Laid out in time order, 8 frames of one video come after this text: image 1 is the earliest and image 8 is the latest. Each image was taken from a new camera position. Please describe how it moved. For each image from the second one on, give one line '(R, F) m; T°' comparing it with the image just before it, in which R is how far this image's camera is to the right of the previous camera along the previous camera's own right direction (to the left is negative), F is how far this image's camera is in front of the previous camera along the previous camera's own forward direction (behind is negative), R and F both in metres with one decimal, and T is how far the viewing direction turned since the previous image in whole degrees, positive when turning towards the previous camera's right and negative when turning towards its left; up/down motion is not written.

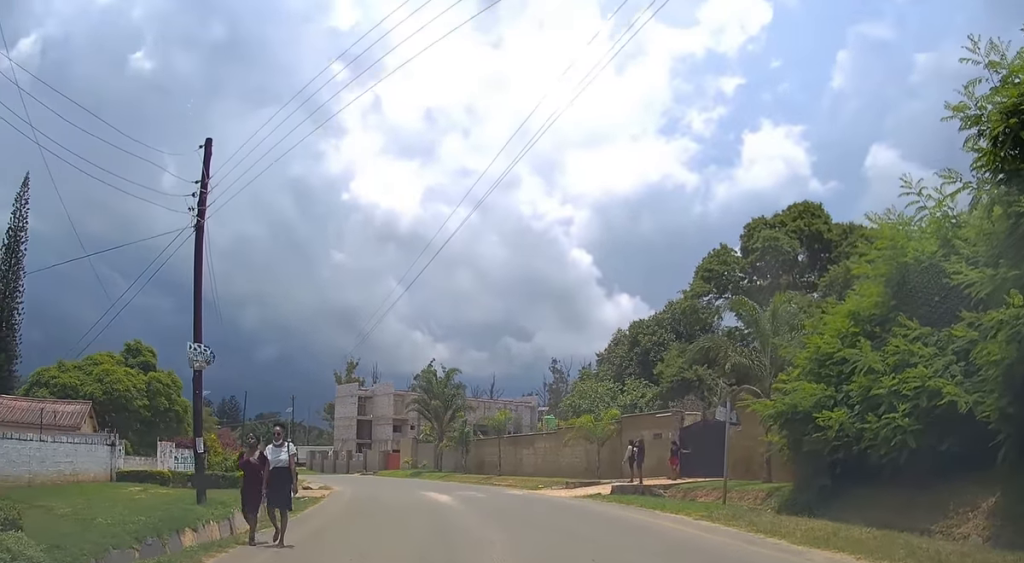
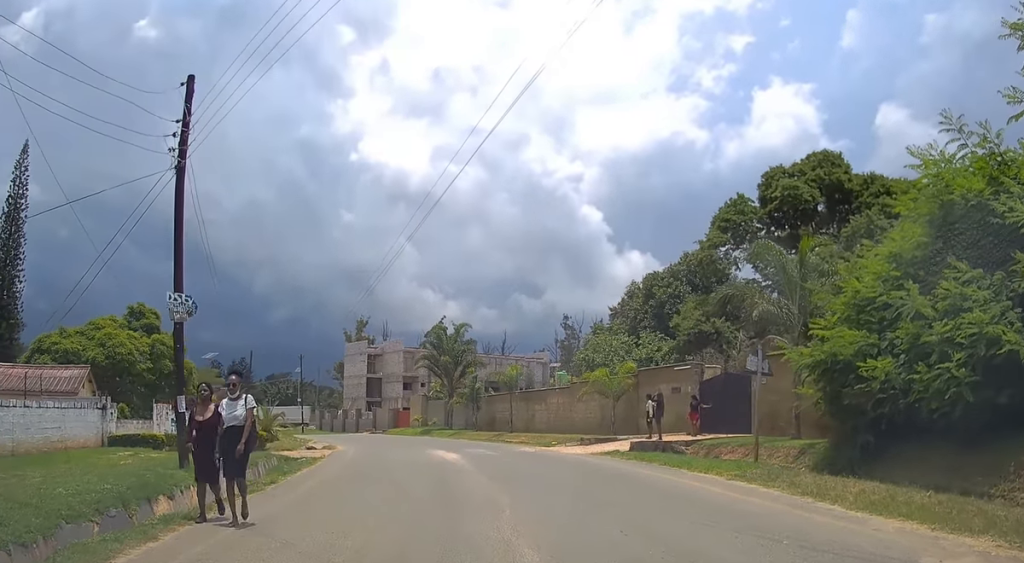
(0.0, +1.4) m; -1°
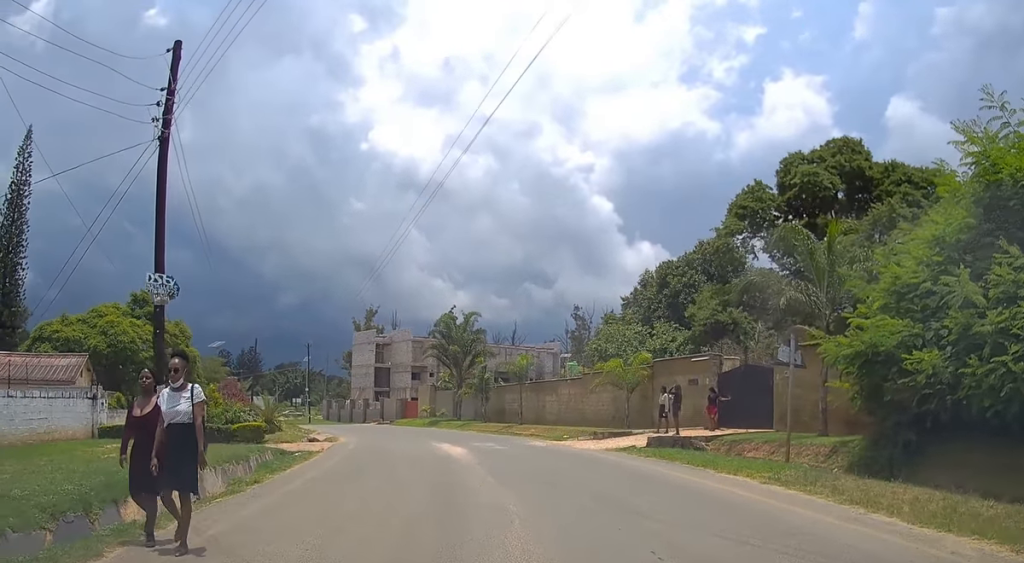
(0.0, +1.2) m; -2°
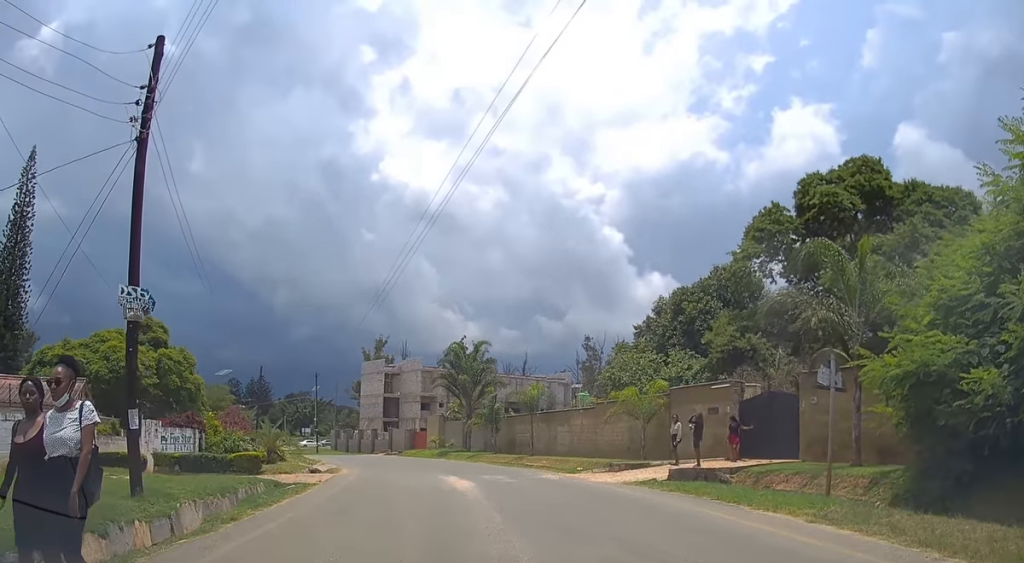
(0.0, +1.2) m; -1°
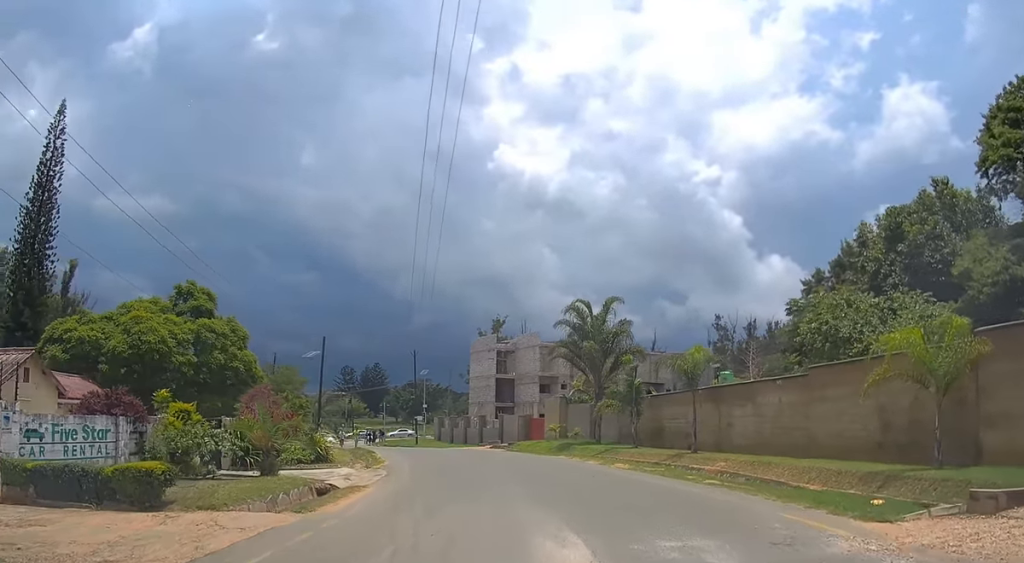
(-1.5, +12.7) m; -11°
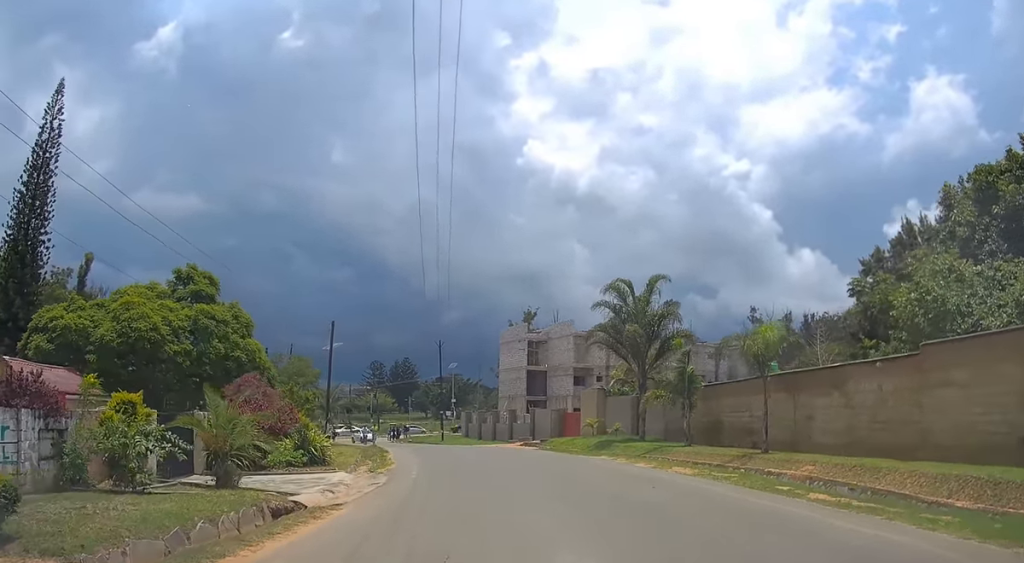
(+0.1, +4.8) m; 0°
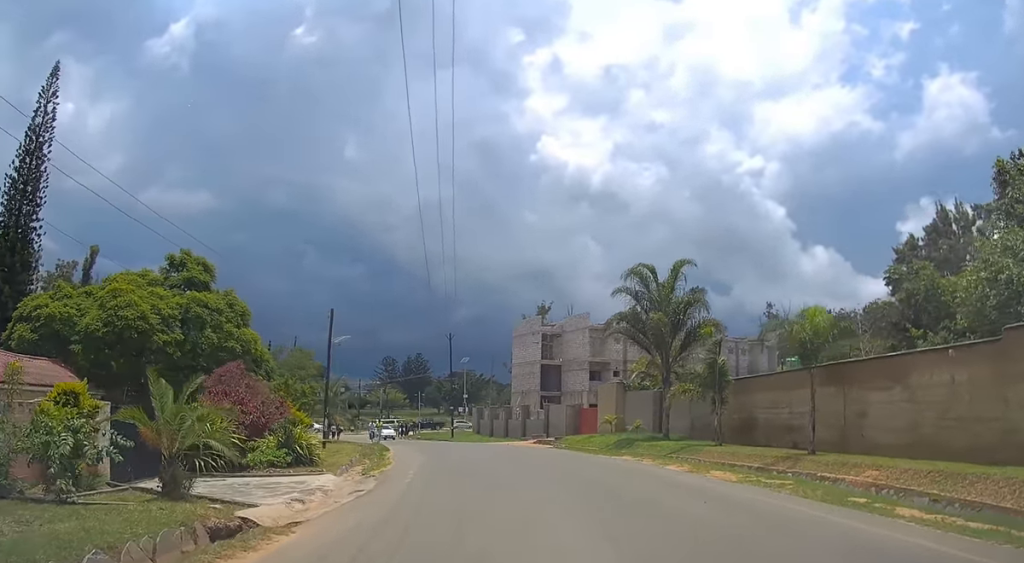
(0.0, +3.0) m; -1°
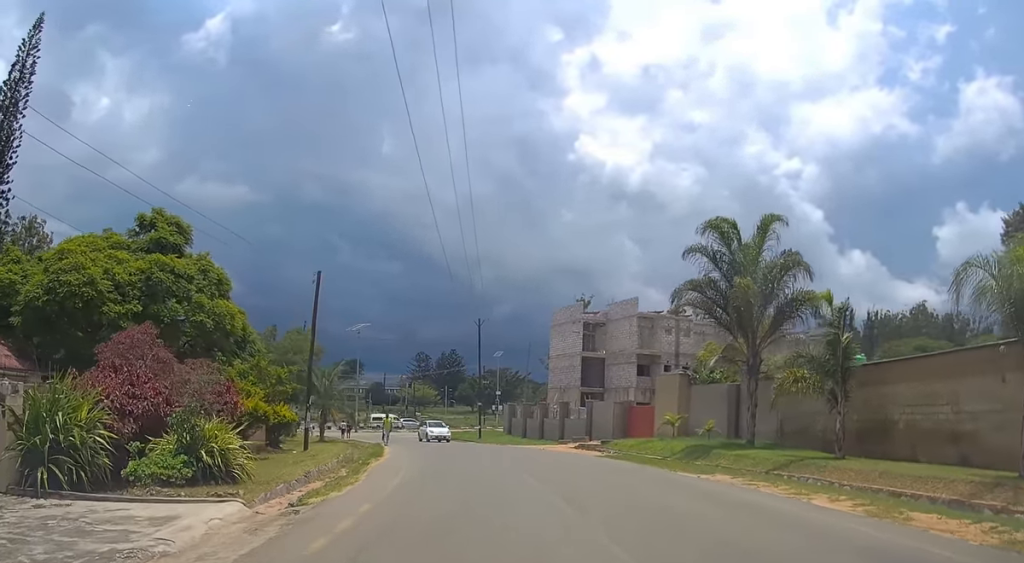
(-0.3, +8.5) m; -5°
